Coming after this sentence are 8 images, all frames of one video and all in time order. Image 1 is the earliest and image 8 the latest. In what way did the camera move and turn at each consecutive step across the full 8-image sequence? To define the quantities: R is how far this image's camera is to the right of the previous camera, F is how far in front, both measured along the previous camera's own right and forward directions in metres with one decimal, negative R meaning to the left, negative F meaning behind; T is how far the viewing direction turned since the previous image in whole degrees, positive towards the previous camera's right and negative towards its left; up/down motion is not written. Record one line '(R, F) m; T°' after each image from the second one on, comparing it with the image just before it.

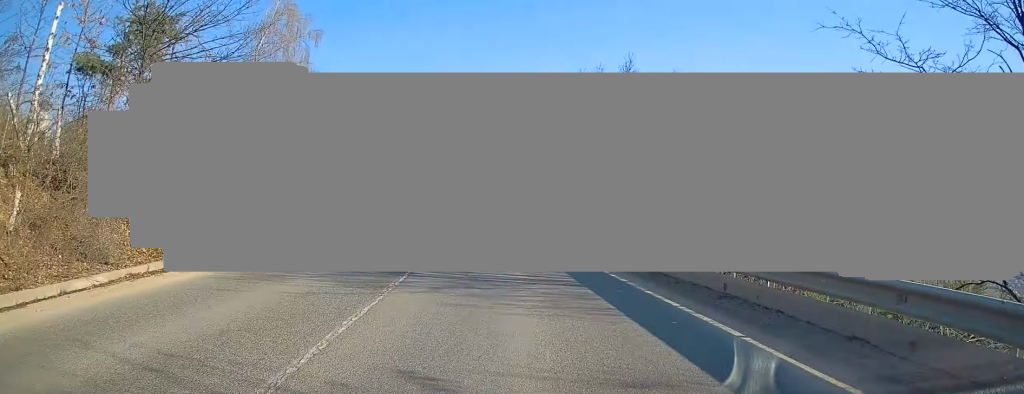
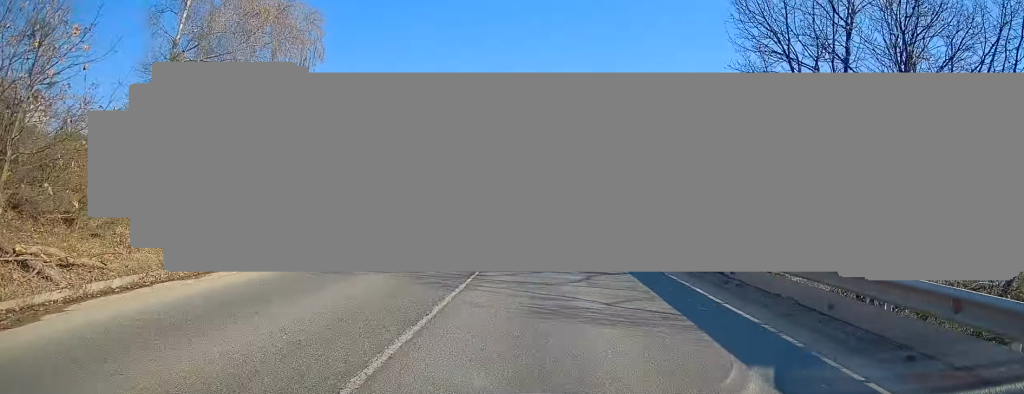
(-1.2, +12.6) m; -8°
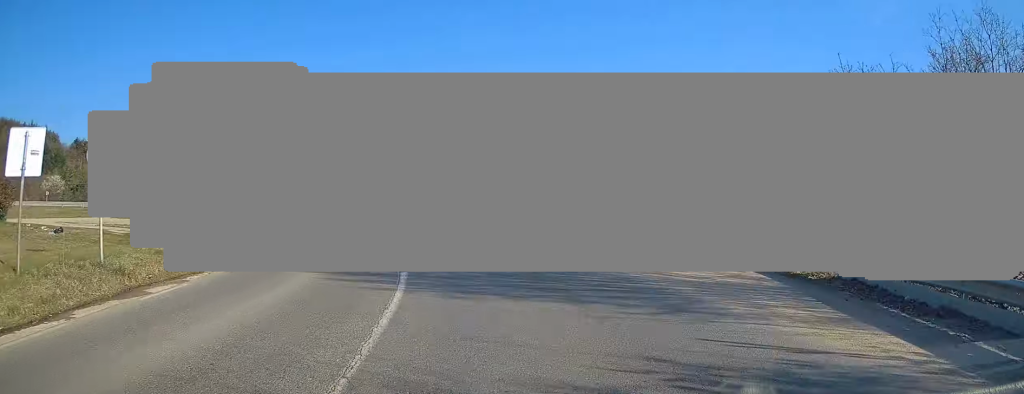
(-1.9, +29.7) m; -7°
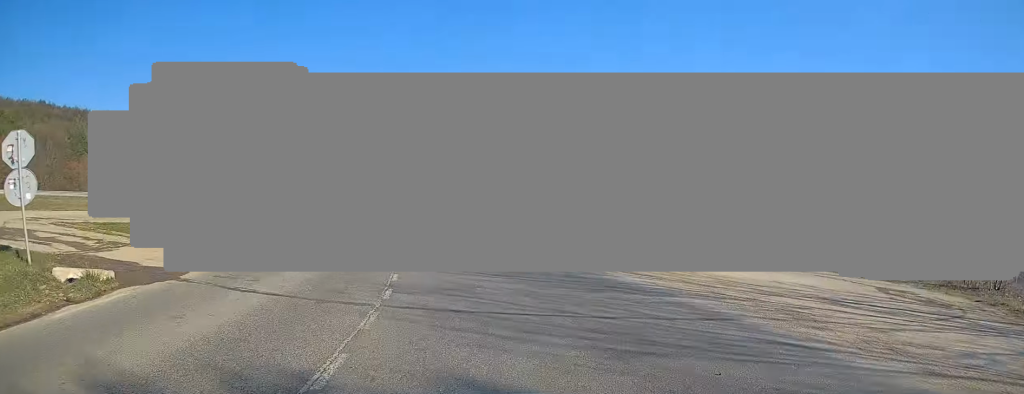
(-0.4, +10.7) m; -8°
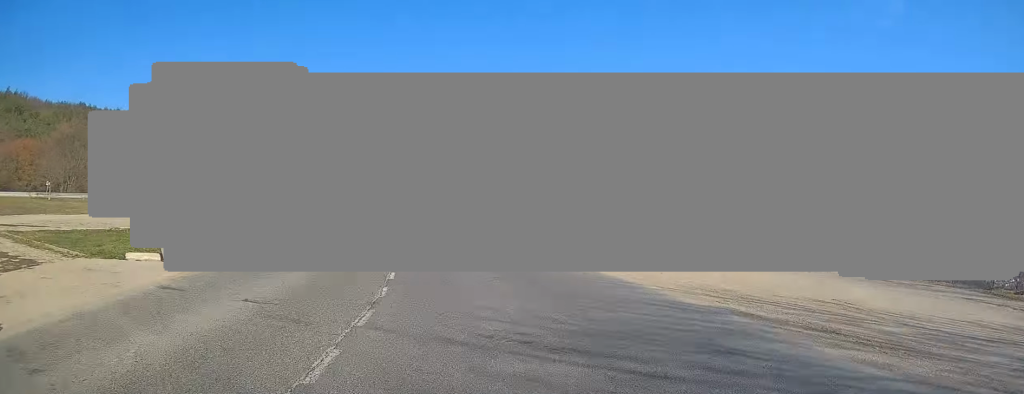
(-0.3, +5.9) m; -6°
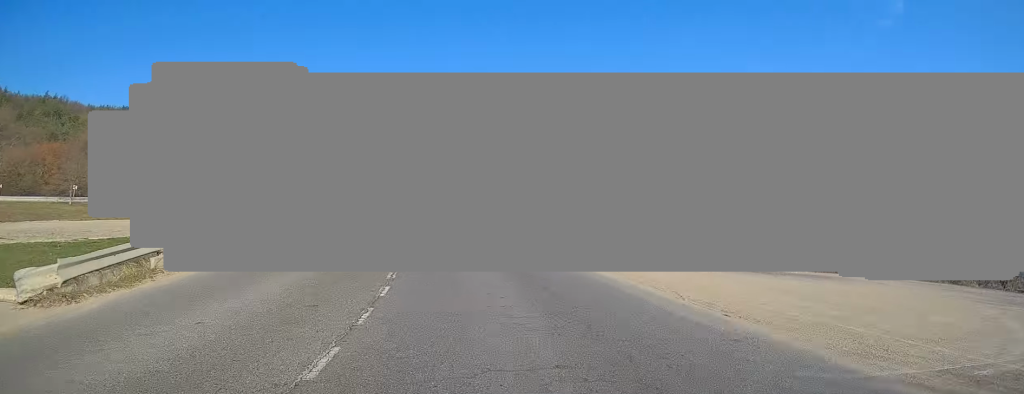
(-0.3, +5.9) m; -6°
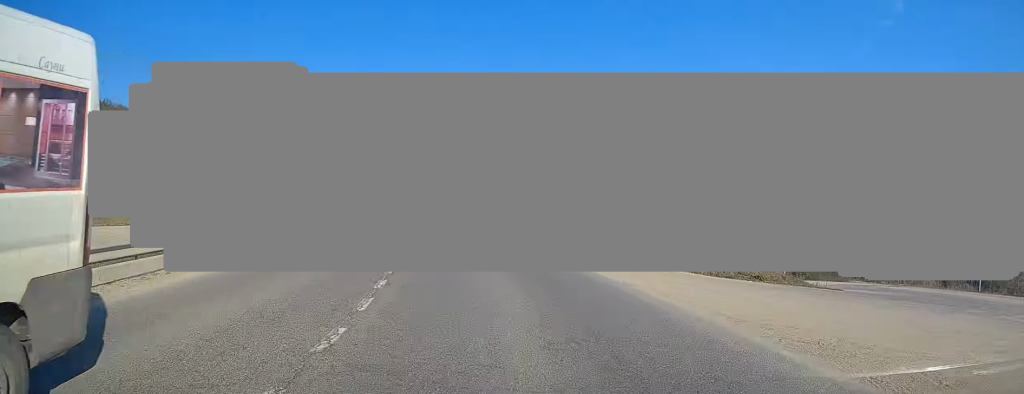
(-0.6, +7.2) m; -5°
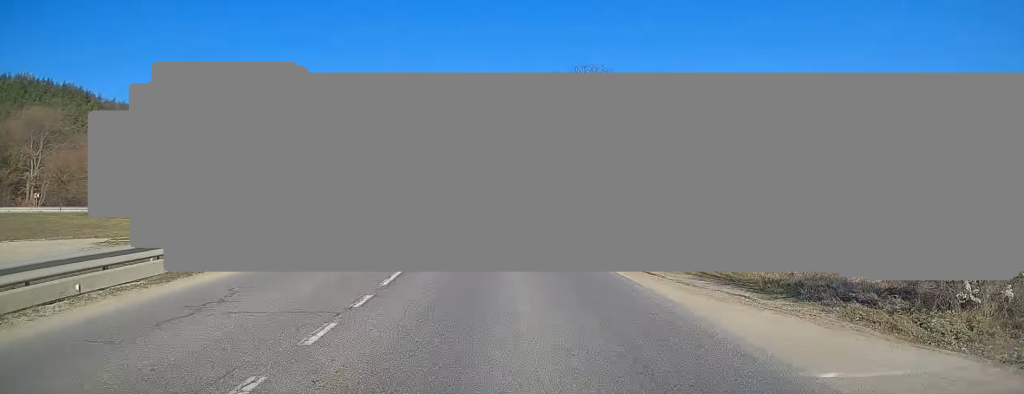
(-0.9, +11.9) m; -6°
